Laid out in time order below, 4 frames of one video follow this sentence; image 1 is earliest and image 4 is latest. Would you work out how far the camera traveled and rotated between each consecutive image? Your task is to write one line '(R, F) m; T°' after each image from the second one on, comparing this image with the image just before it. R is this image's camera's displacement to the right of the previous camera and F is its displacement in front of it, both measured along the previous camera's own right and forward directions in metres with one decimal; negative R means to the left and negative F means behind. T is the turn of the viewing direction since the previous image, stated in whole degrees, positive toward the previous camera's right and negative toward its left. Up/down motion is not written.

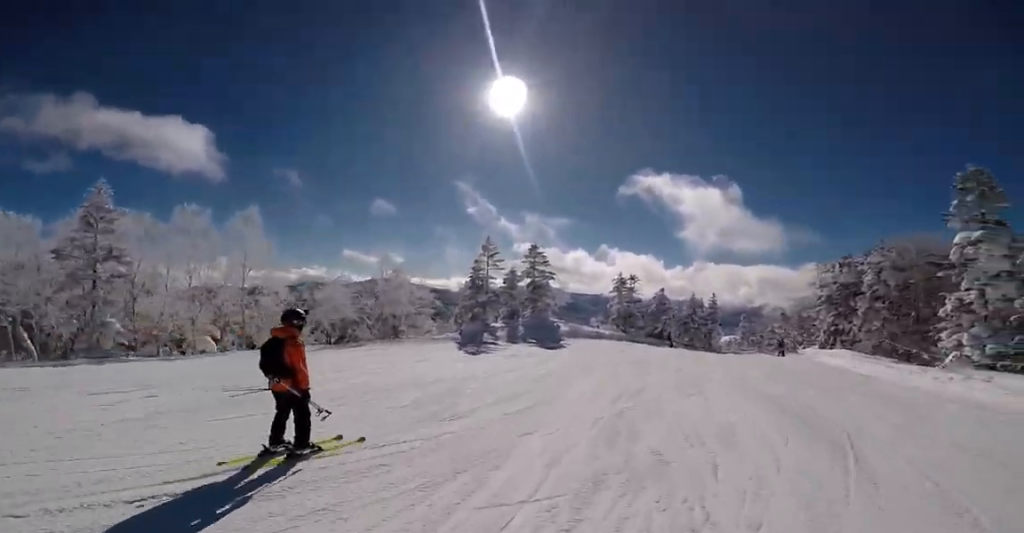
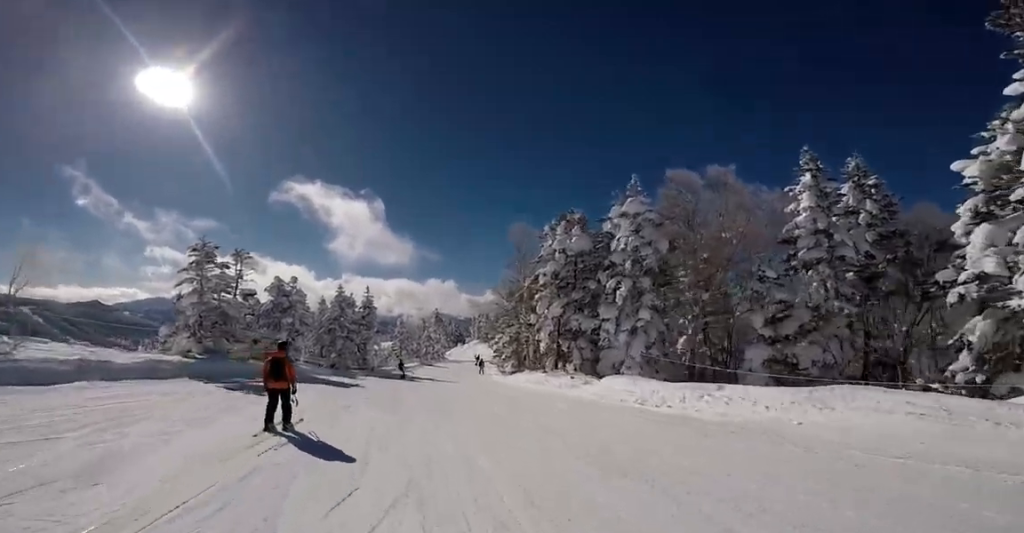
(+0.7, +24.6) m; +10°
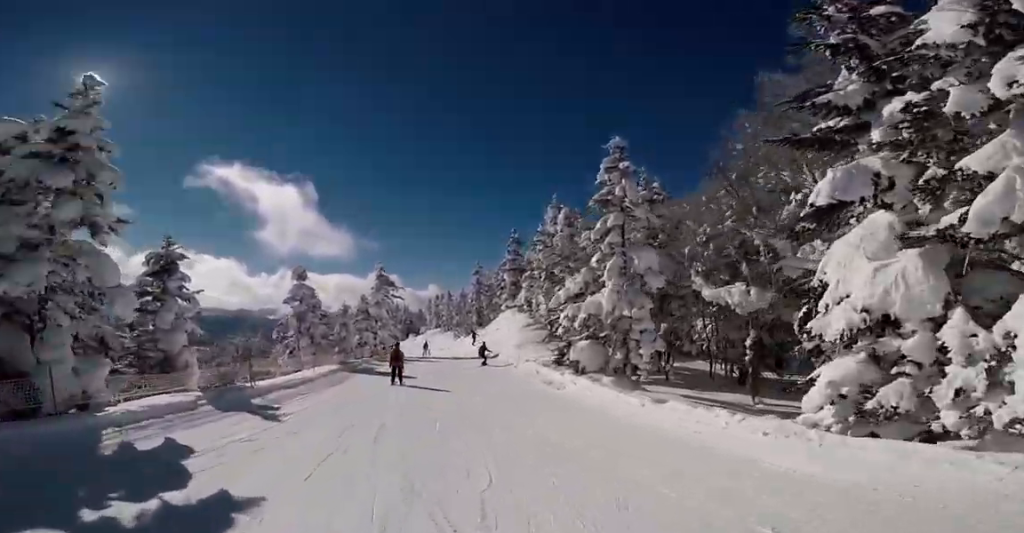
(+4.9, +32.2) m; +8°
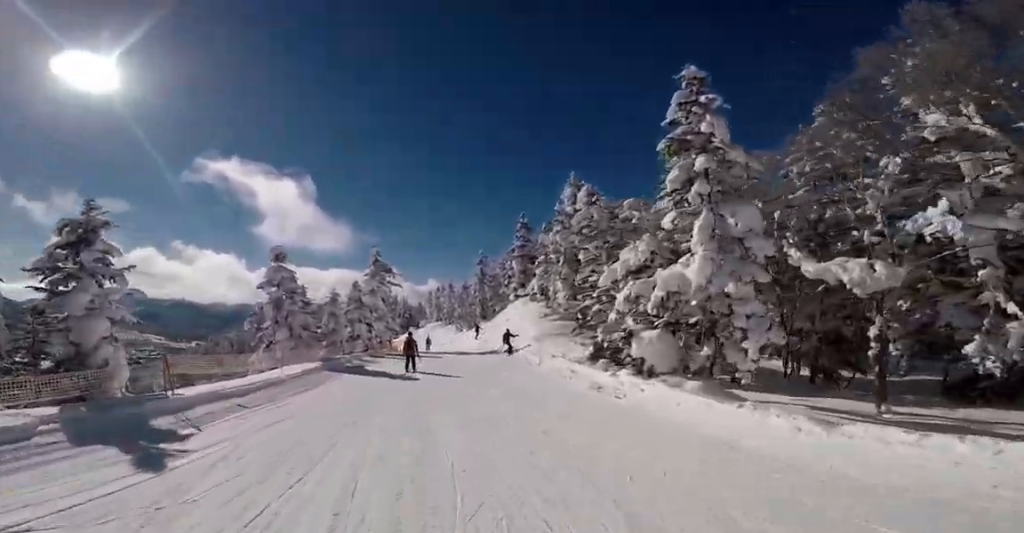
(-0.8, +4.1) m; 0°
